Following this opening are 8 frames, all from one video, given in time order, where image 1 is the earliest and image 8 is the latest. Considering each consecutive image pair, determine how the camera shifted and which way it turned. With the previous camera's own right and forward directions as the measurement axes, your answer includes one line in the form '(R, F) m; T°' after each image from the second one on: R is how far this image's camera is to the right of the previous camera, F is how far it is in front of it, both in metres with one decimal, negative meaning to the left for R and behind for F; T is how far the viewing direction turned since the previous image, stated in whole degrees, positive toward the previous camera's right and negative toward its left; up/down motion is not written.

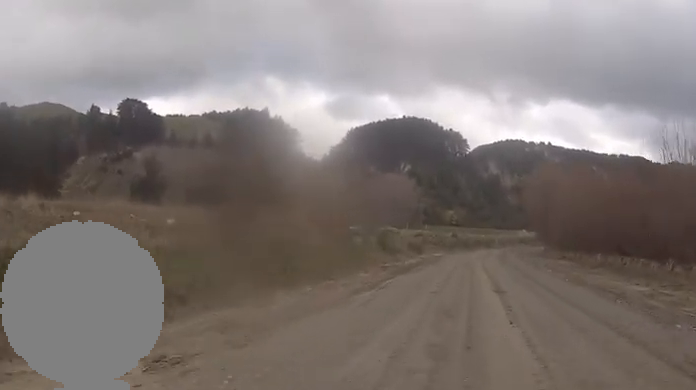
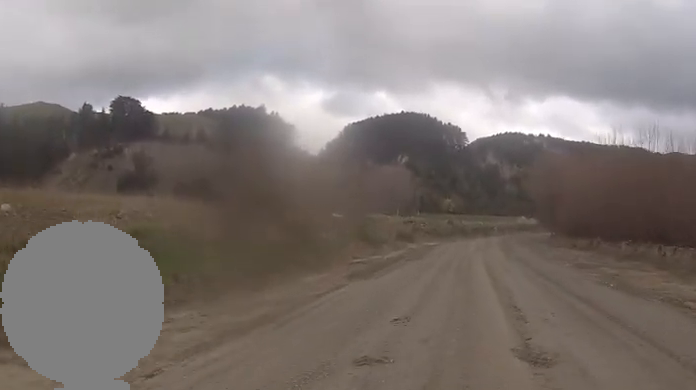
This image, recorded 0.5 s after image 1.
(+0.3, +7.9) m; +1°
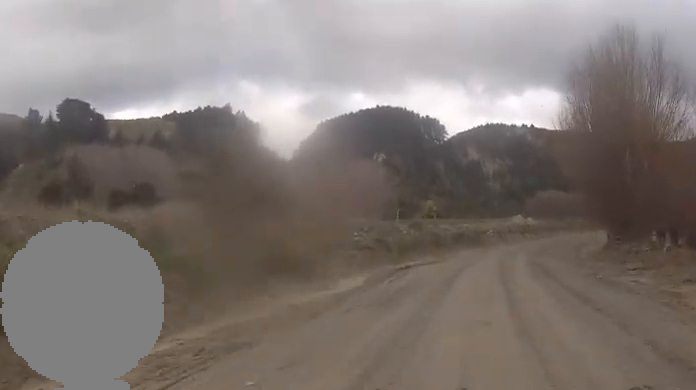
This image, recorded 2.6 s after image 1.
(-0.4, +32.9) m; -1°
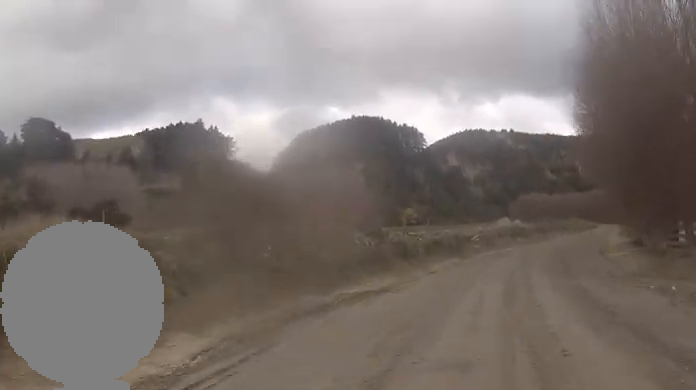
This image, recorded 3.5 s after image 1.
(+0.2, +12.9) m; +3°
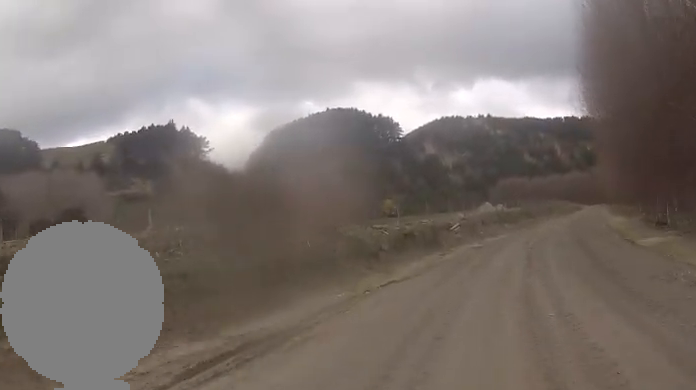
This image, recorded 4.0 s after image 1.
(-0.3, +8.4) m; +3°
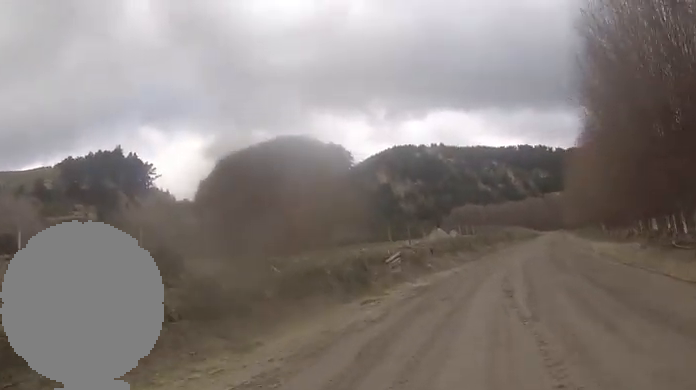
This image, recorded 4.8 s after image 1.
(+1.1, +12.6) m; +5°
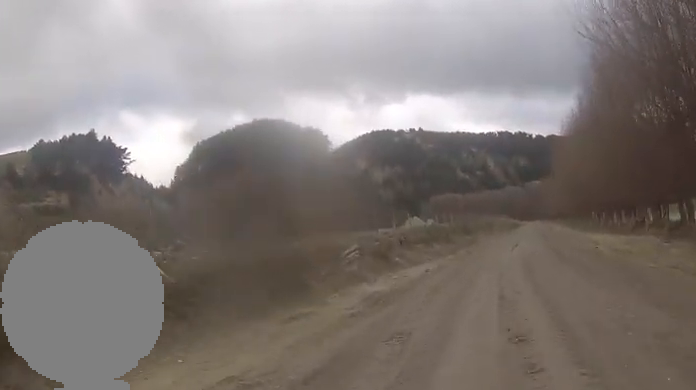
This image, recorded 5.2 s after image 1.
(+0.3, +7.3) m; +2°
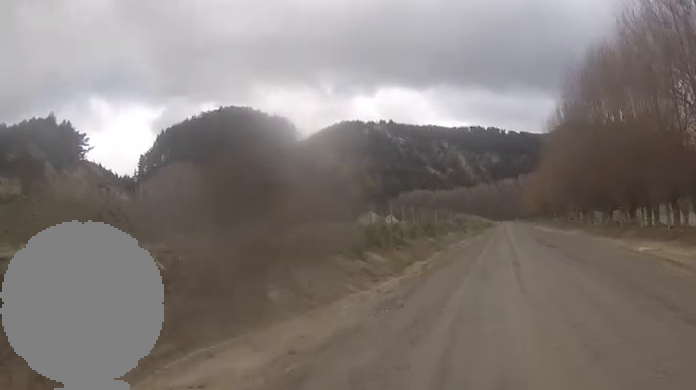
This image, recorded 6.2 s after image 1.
(+0.1, +18.2) m; +1°
